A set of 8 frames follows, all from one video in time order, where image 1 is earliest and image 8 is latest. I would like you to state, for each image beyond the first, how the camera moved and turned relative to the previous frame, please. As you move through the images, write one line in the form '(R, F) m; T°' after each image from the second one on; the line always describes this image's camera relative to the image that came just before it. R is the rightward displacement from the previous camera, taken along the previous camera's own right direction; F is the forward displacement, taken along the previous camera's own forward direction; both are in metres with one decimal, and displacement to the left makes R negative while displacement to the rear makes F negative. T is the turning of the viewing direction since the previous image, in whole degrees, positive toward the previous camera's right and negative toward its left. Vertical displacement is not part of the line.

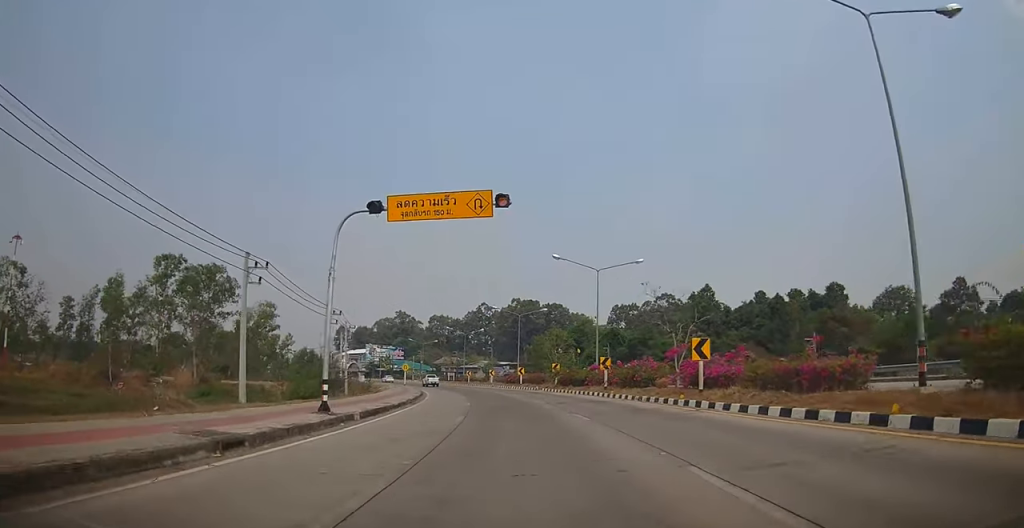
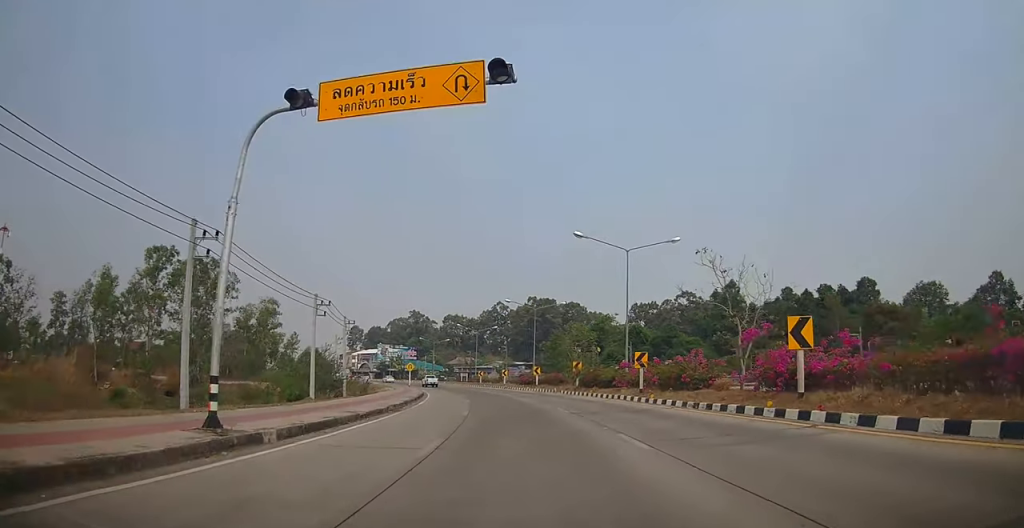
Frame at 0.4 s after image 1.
(-0.1, +6.6) m; -2°
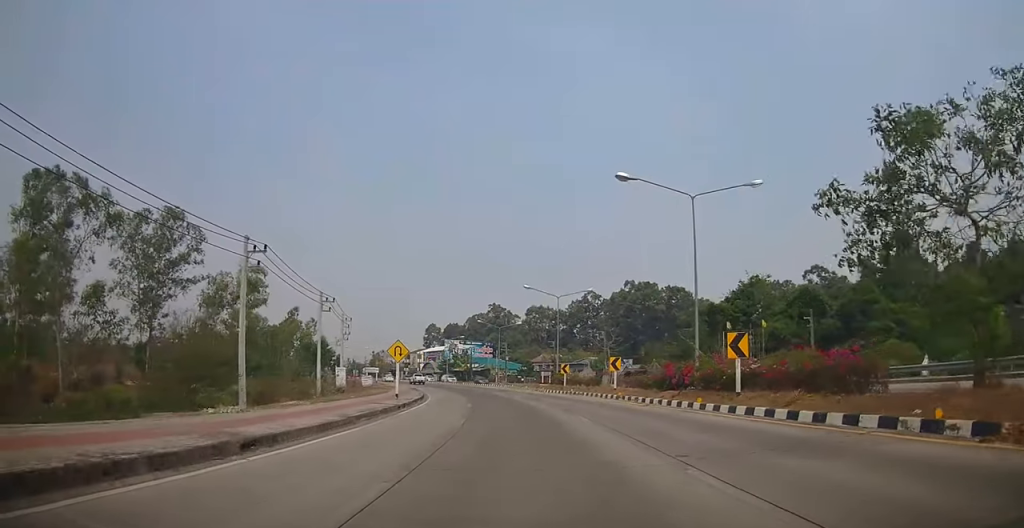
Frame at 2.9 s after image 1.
(-2.2, +38.1) m; -9°
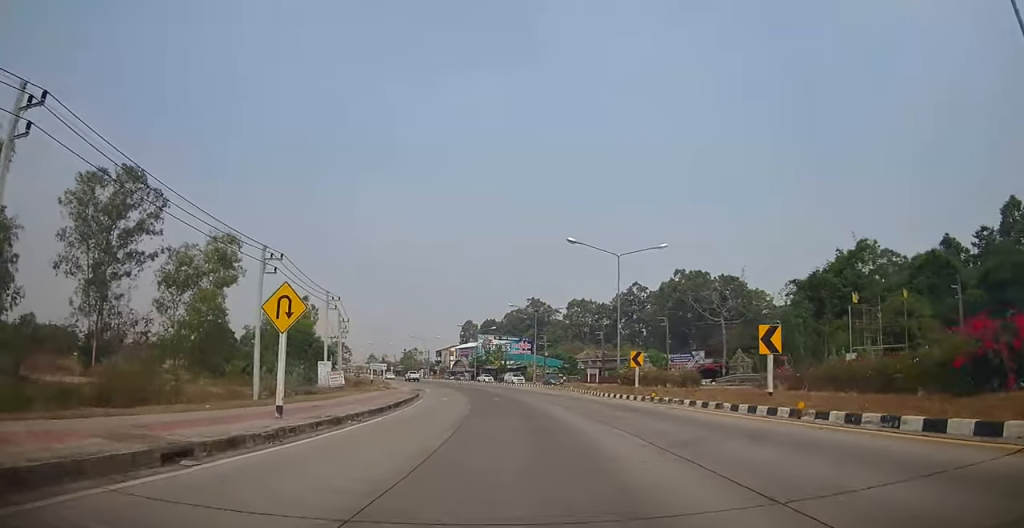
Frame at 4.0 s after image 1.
(-0.9, +17.3) m; -5°
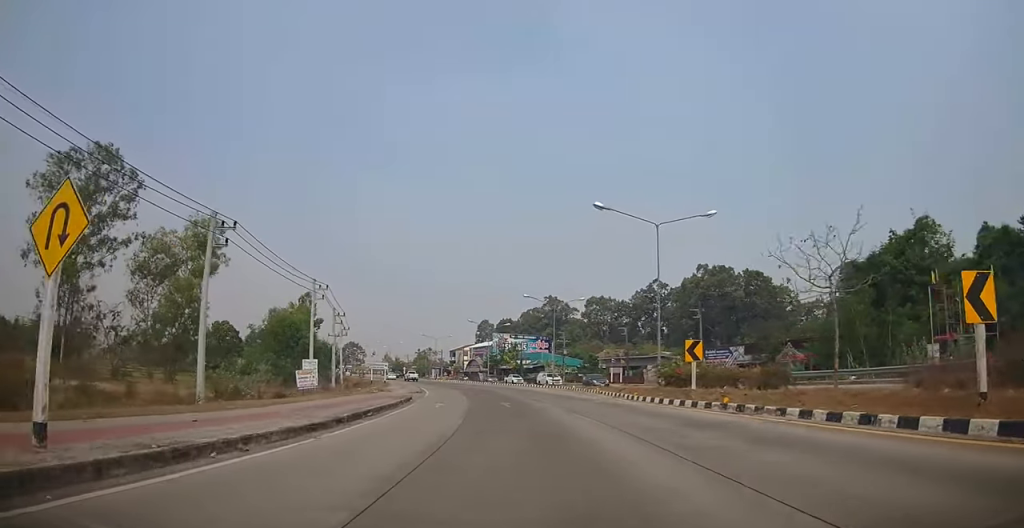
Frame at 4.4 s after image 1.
(-0.1, +7.4) m; -2°
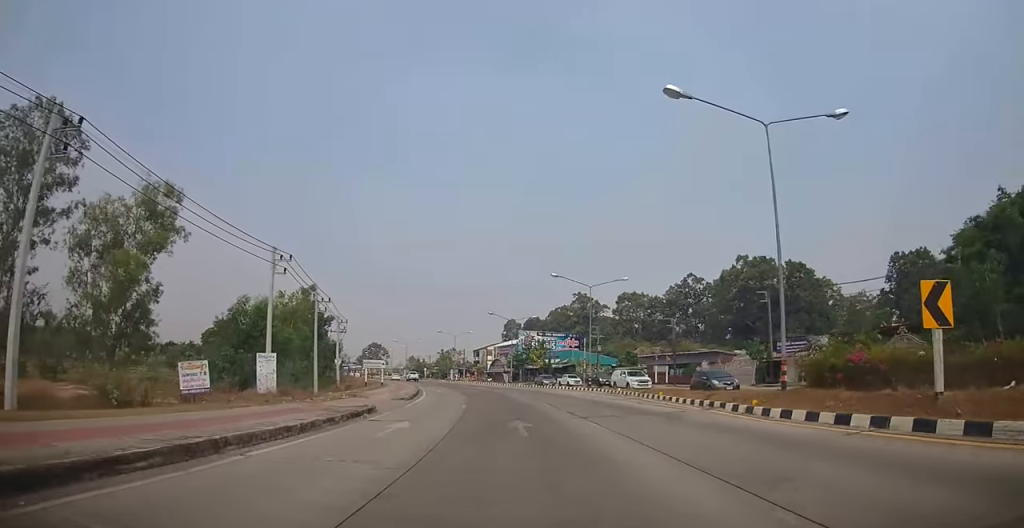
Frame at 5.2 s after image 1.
(-0.3, +12.3) m; -3°
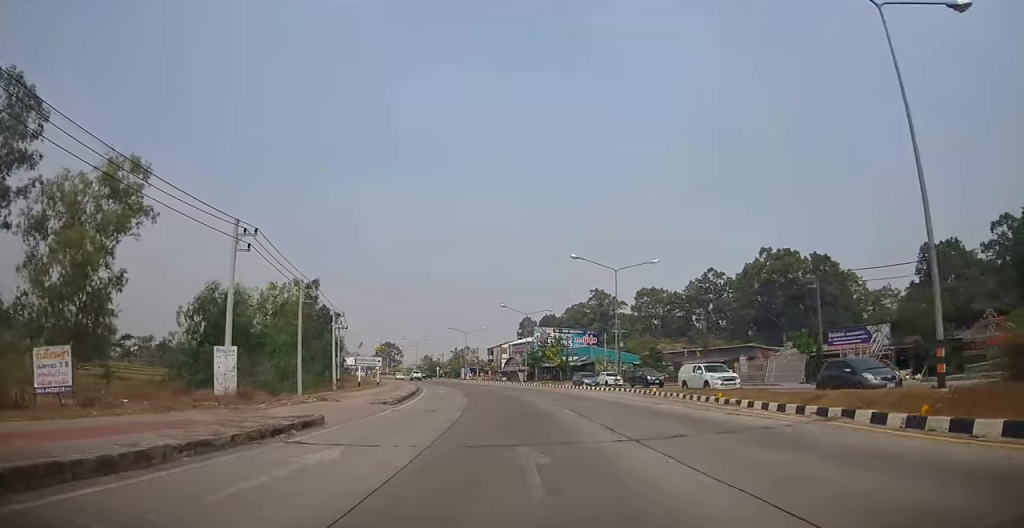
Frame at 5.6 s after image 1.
(-0.1, +6.8) m; -1°
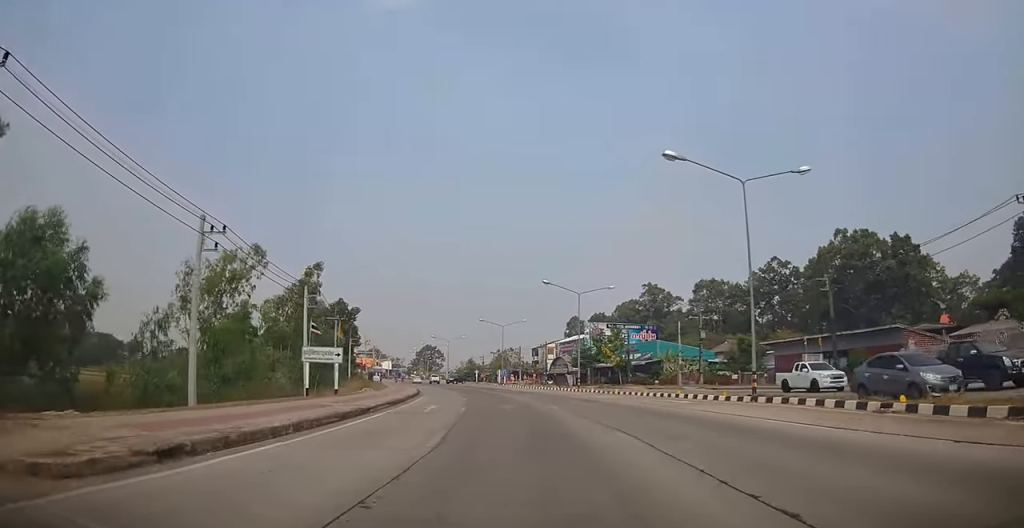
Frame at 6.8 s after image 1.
(-0.7, +19.7) m; -3°
